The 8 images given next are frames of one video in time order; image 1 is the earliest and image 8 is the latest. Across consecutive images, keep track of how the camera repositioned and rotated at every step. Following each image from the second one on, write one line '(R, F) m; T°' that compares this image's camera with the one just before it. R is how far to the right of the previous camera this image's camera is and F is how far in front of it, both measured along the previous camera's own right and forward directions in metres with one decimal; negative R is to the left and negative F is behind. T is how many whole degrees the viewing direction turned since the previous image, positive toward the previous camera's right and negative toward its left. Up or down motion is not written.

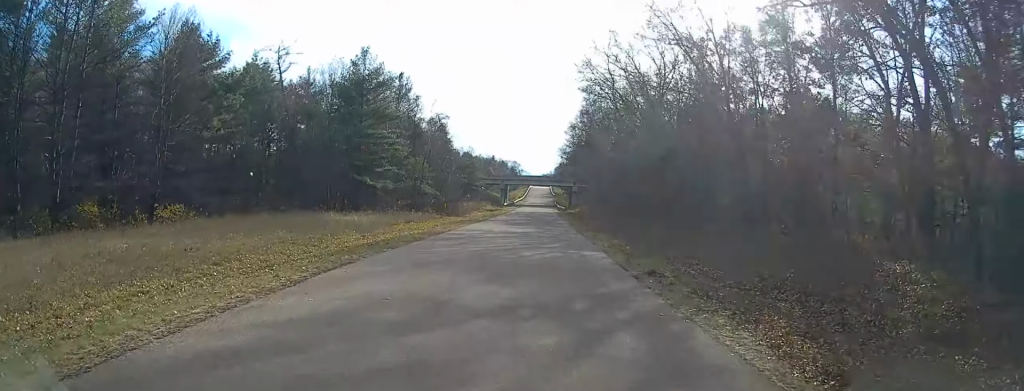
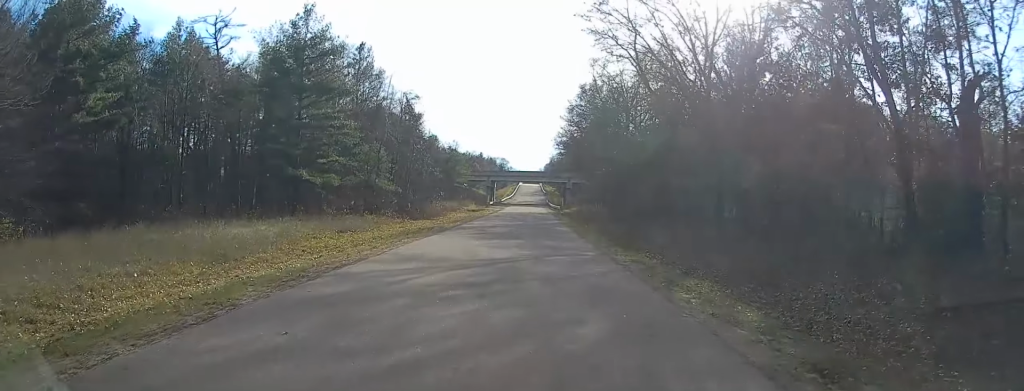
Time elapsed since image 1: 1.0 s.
(+0.1, +15.8) m; 0°
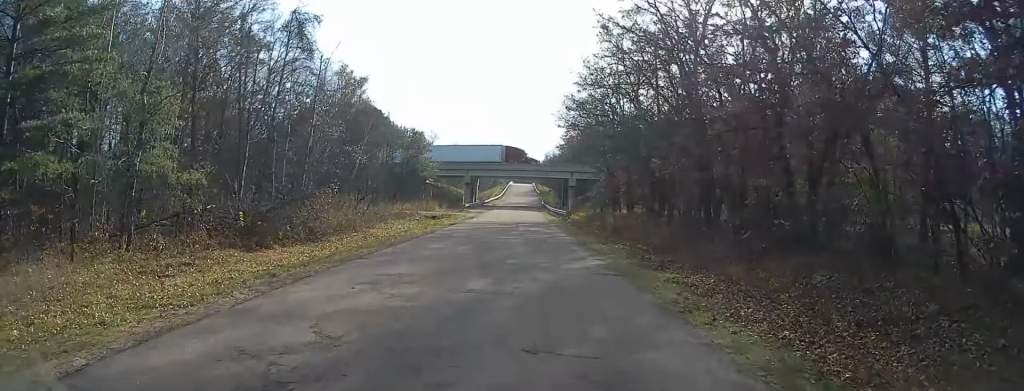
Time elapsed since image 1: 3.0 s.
(-0.1, +31.2) m; 0°
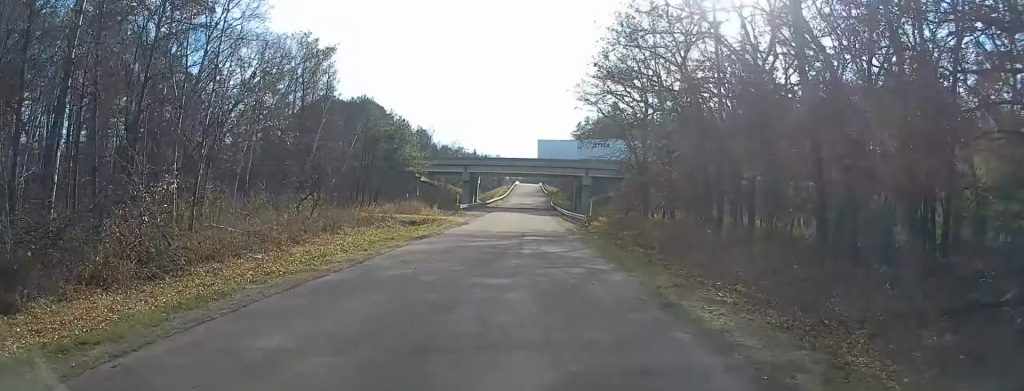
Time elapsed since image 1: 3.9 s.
(0.0, +14.0) m; -1°
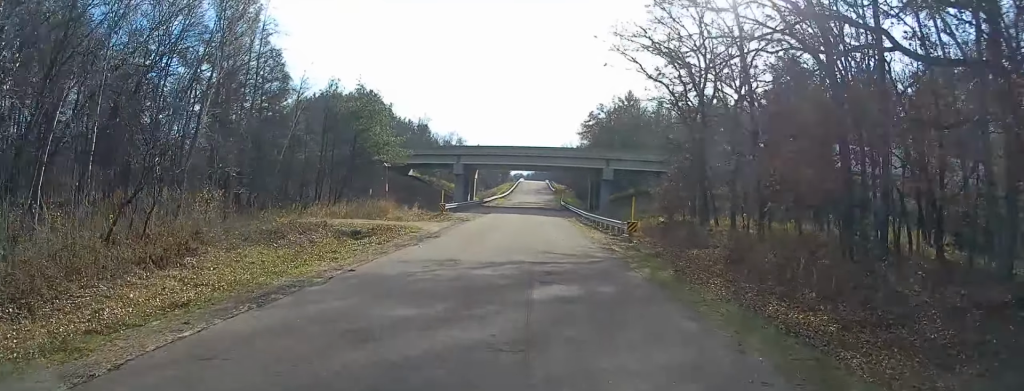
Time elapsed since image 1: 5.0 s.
(-0.3, +16.7) m; -1°
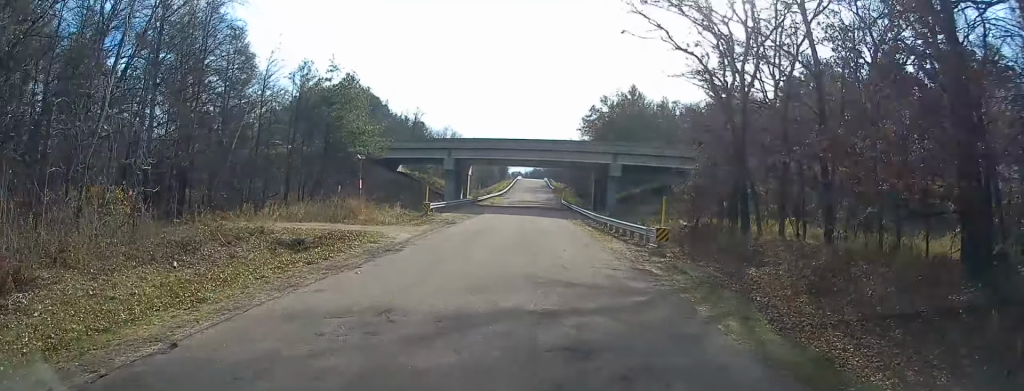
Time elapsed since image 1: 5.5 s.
(-0.3, +7.4) m; 0°
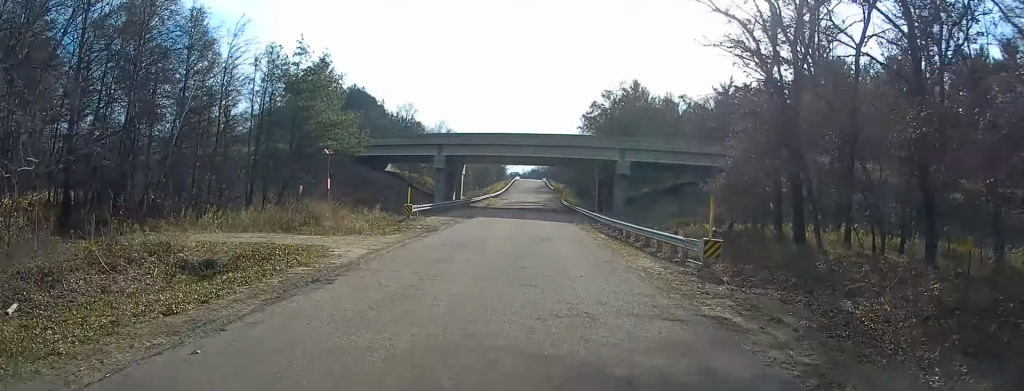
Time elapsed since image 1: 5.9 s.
(+0.2, +6.4) m; +1°
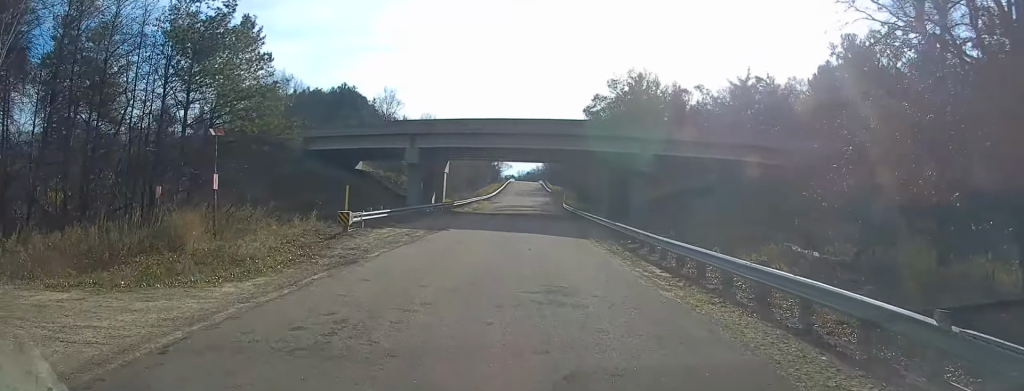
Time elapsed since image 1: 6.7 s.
(+0.4, +12.7) m; +2°
